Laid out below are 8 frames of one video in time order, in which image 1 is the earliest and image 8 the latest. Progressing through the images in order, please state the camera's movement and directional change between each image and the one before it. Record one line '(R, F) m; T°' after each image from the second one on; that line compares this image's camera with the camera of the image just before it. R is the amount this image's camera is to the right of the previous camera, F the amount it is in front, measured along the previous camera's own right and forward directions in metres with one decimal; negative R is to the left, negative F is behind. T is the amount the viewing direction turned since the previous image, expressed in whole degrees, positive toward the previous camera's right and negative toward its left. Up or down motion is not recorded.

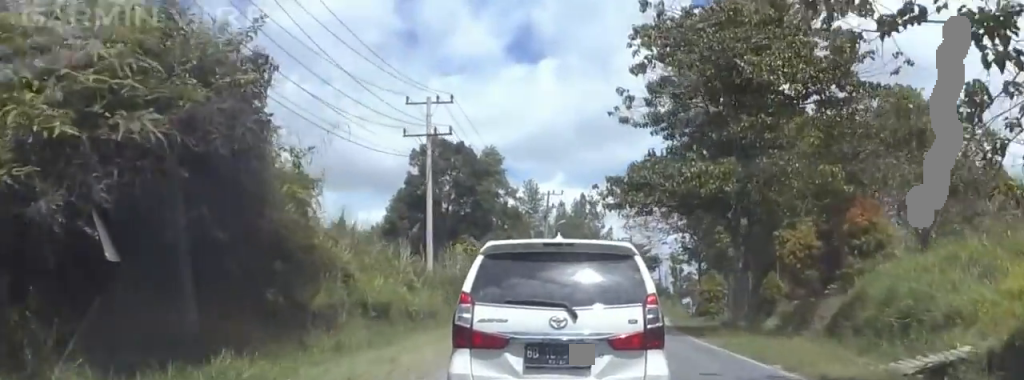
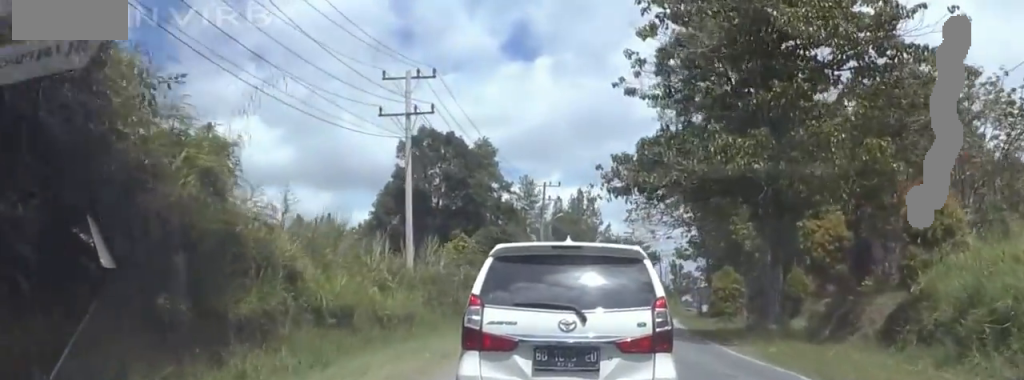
(0.0, +5.5) m; 0°
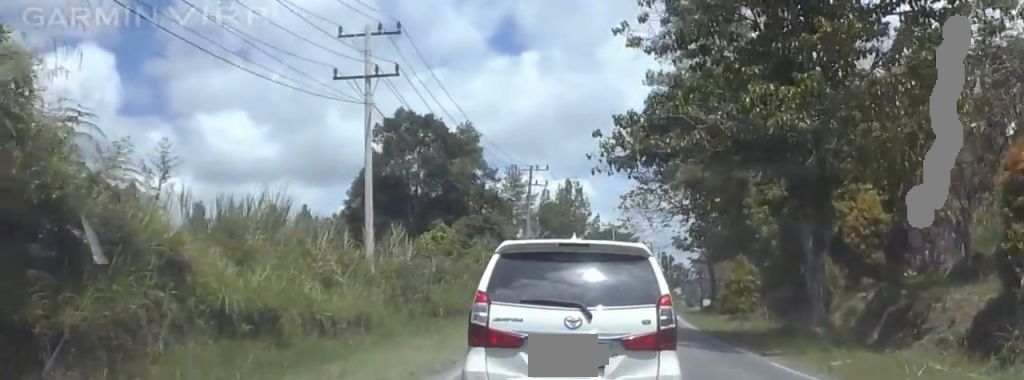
(0.0, +6.4) m; 0°
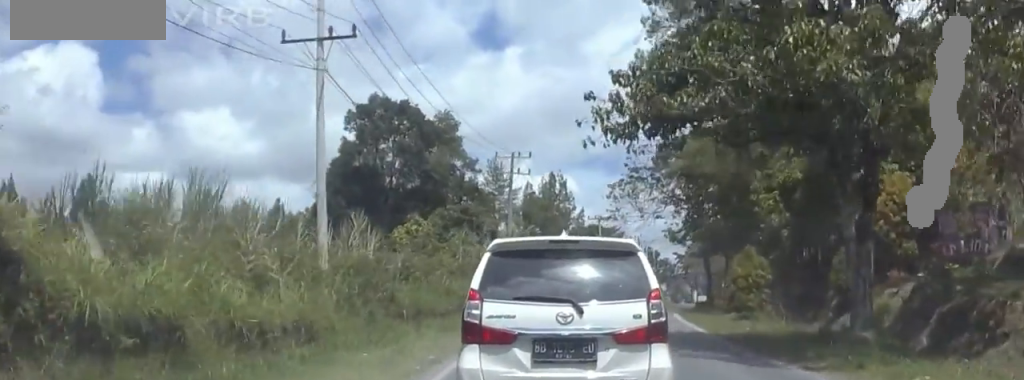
(0.0, +4.9) m; 0°
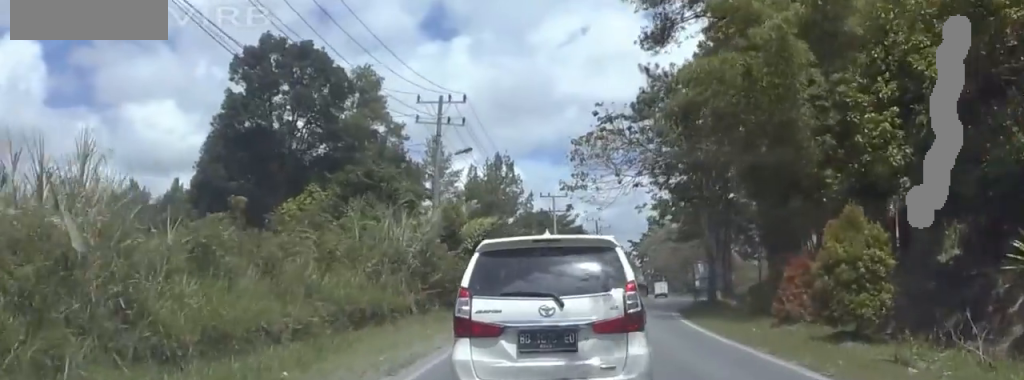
(+1.0, +17.1) m; +8°
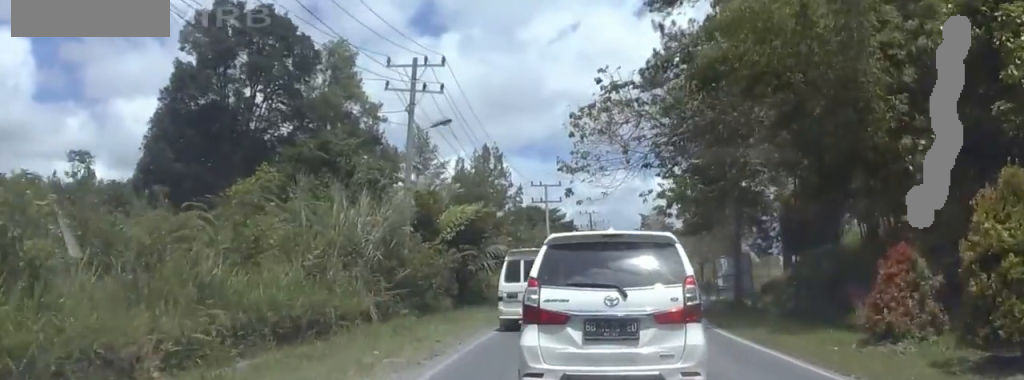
(+1.1, +7.3) m; 0°
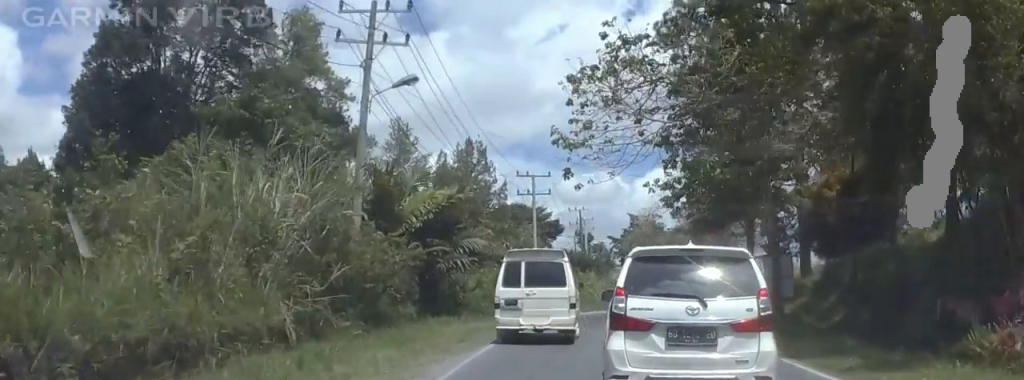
(-1.1, +8.3) m; -1°
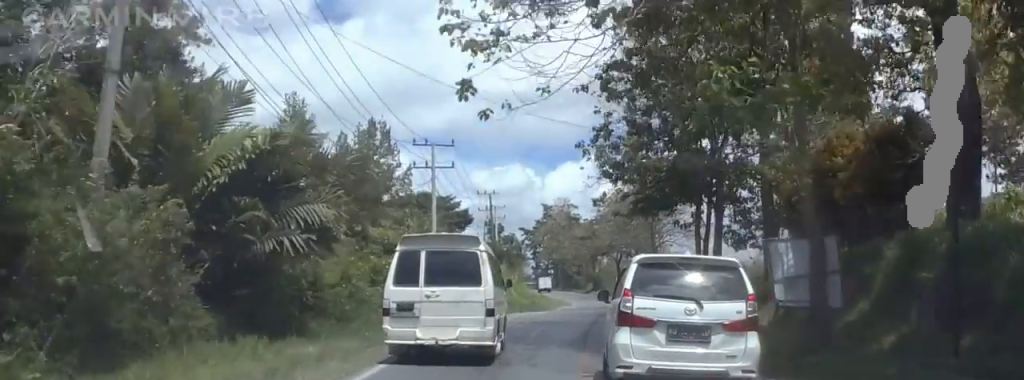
(+0.6, +12.9) m; +1°
